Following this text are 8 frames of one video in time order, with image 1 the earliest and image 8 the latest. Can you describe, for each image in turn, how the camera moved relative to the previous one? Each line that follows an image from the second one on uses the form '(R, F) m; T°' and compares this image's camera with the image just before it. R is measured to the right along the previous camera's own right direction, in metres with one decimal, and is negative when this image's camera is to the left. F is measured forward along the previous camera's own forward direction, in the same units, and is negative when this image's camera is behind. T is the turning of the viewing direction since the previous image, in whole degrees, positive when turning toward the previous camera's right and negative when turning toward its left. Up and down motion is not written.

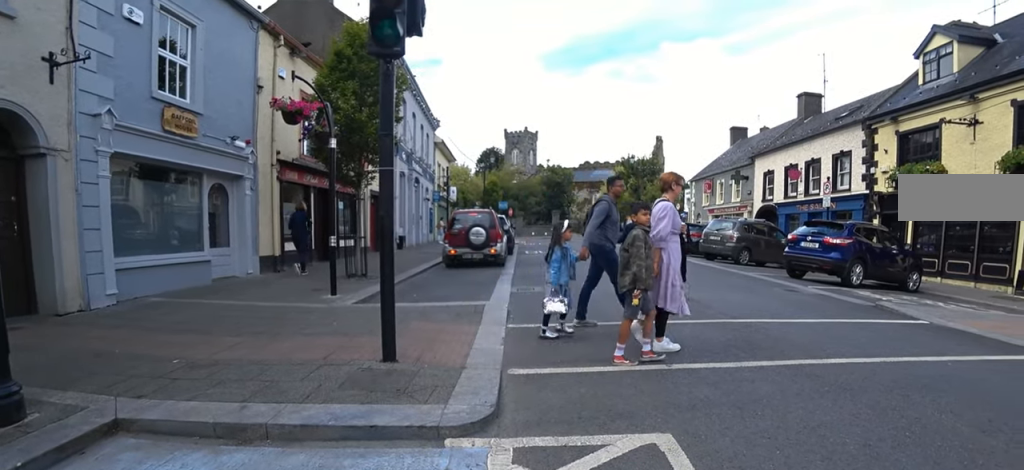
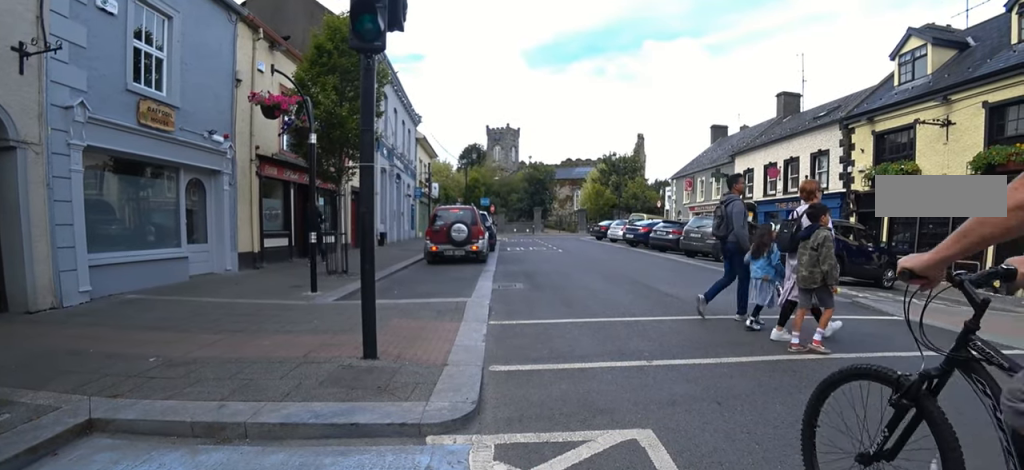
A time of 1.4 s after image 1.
(+0.3, +0.6) m; 0°
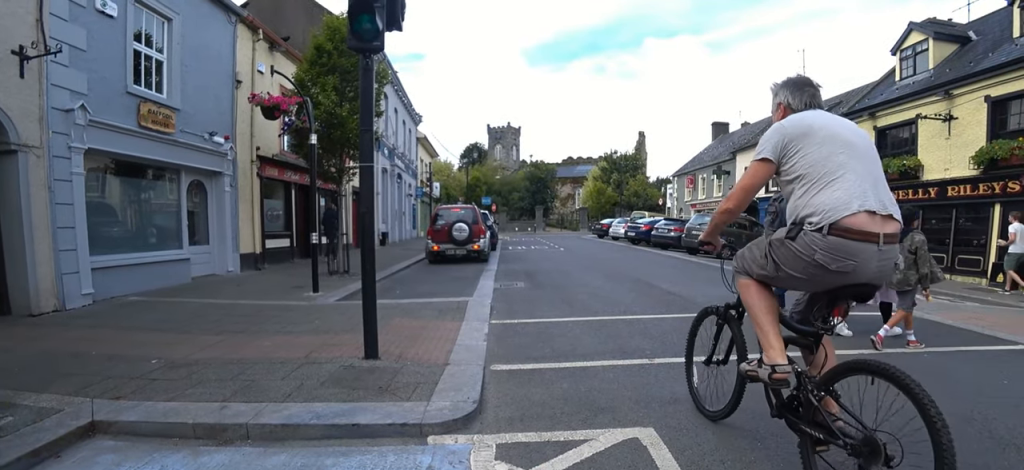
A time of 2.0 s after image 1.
(+0.1, +0.2) m; 0°
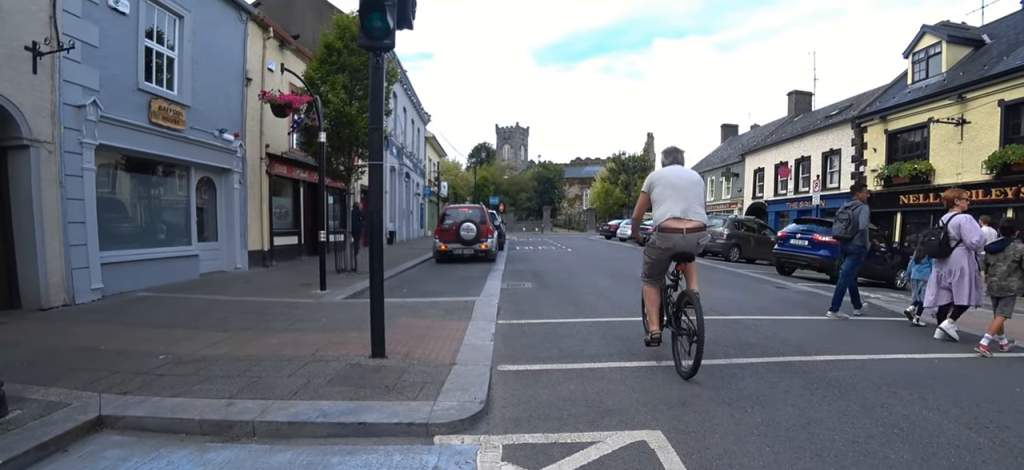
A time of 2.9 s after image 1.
(+0.1, +0.2) m; 0°
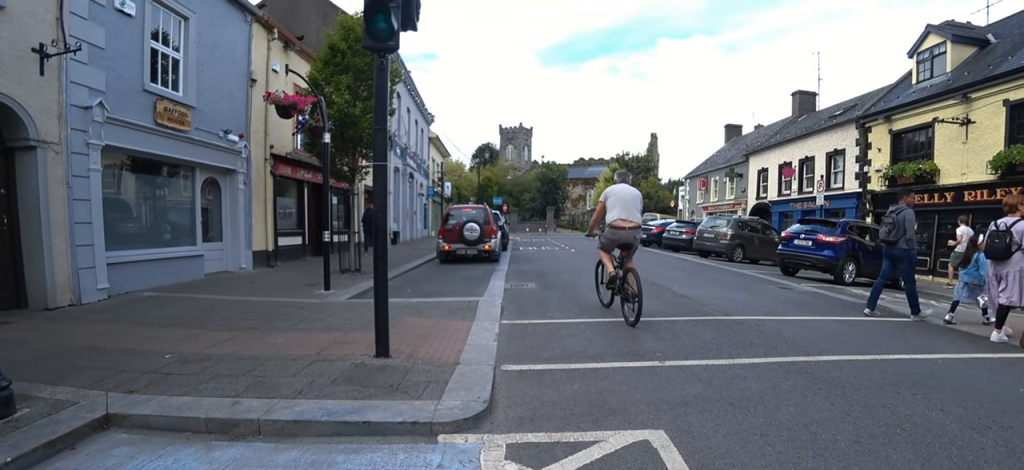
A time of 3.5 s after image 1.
(+0.1, +0.2) m; 0°
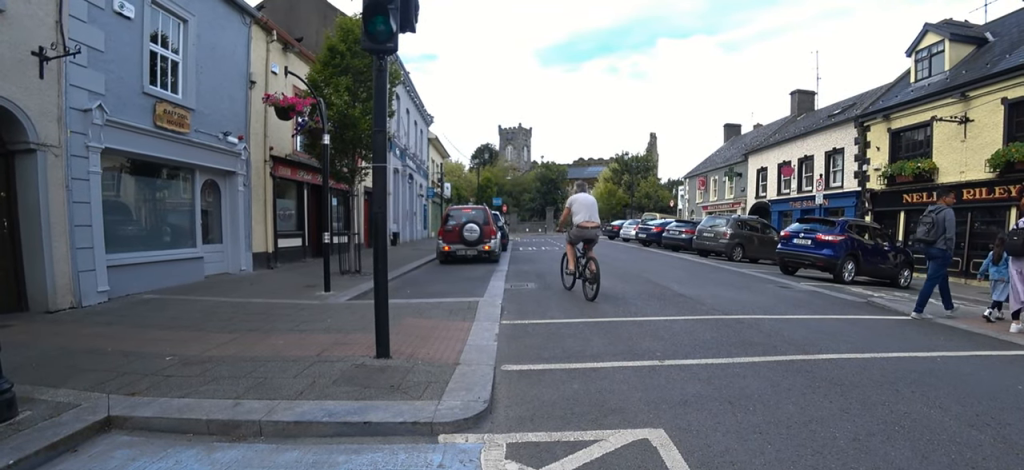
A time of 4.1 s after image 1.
(+0.1, +0.2) m; 0°
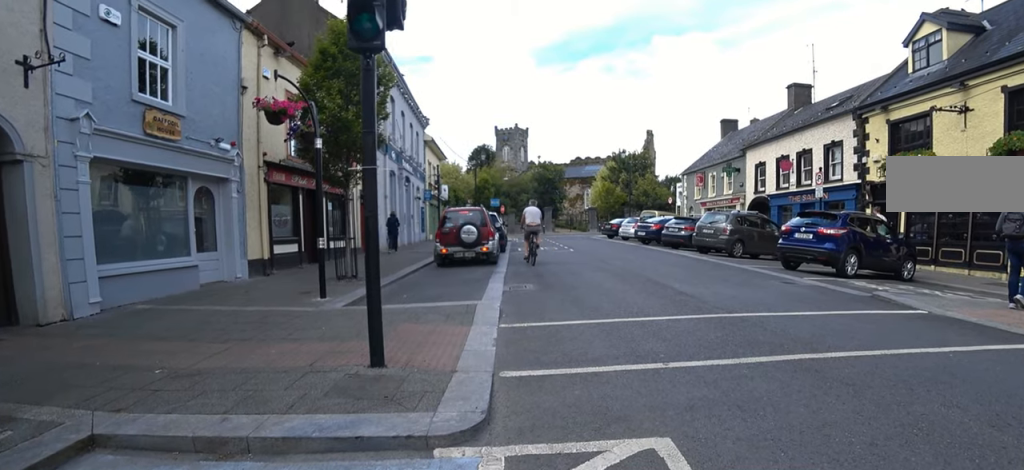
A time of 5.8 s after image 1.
(+0.3, +0.9) m; 0°
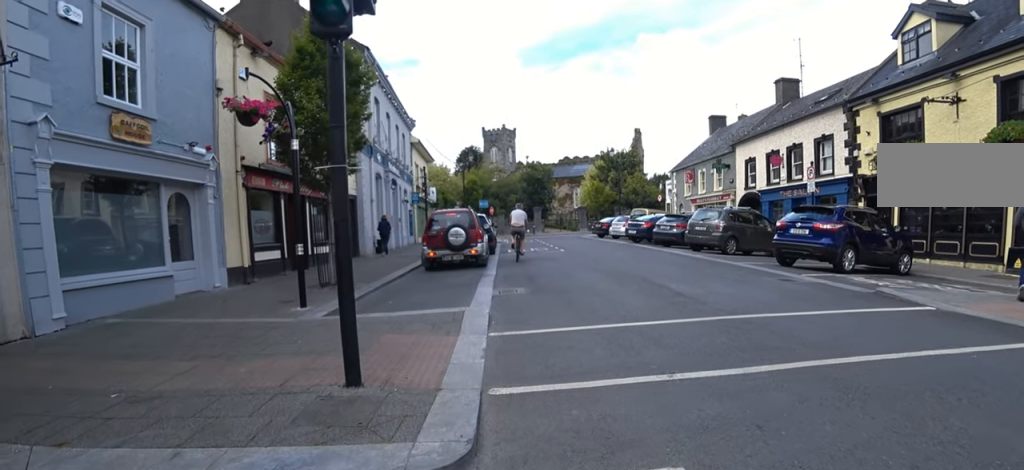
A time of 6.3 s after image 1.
(-0.1, +0.3) m; 0°
